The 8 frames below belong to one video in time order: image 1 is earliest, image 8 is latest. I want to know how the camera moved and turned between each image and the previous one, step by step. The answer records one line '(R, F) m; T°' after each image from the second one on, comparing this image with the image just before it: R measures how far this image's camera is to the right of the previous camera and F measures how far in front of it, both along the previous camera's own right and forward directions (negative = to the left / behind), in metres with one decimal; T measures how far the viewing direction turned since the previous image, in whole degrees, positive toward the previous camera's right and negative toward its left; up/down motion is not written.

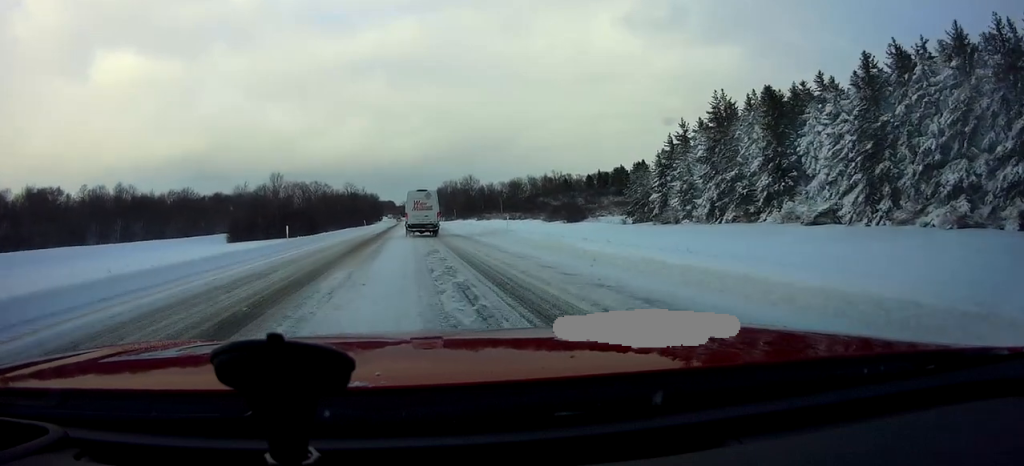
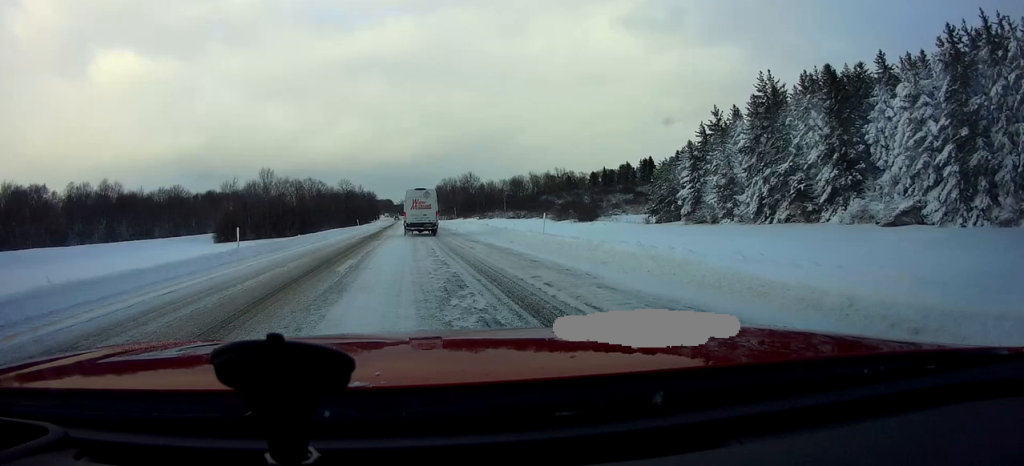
(+0.5, +9.4) m; +2°
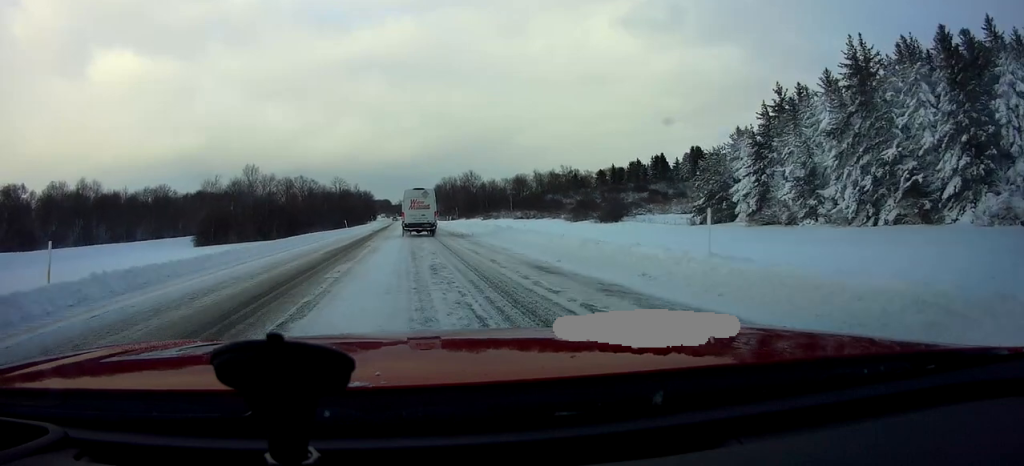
(+0.3, +13.6) m; +1°
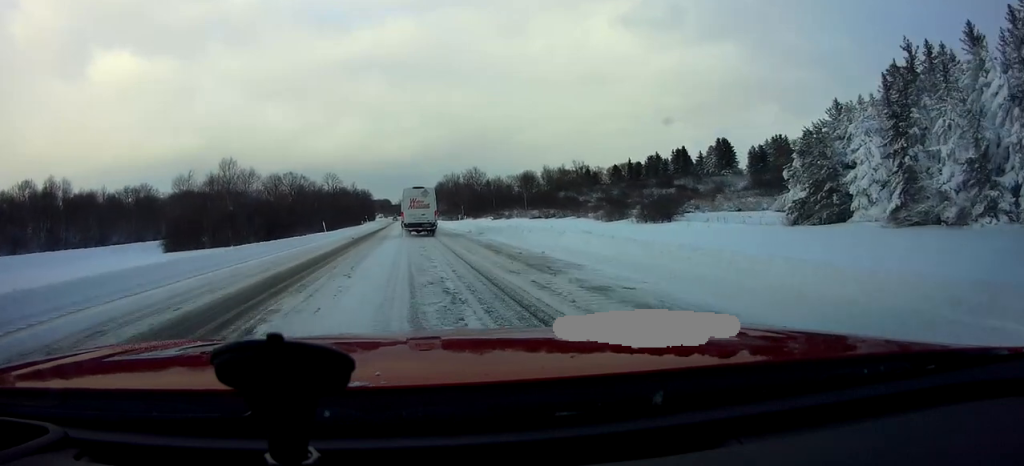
(-0.3, +18.3) m; -1°
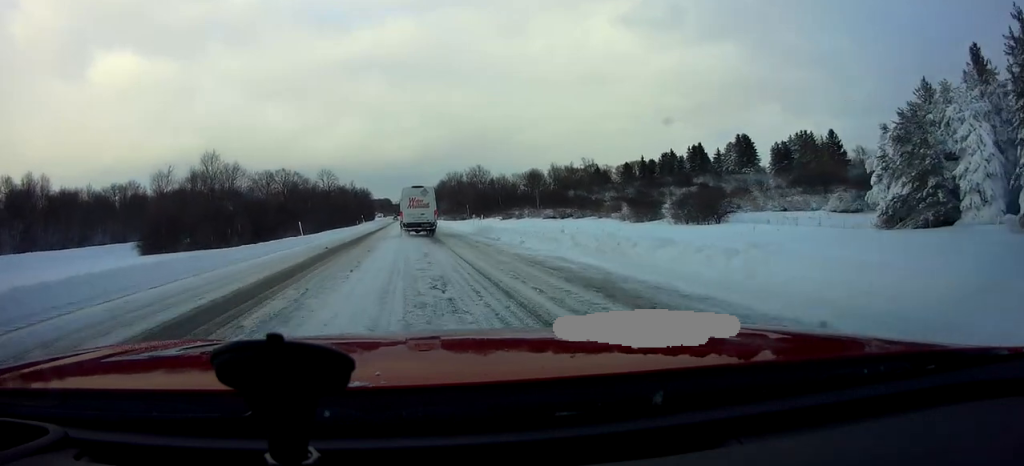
(-0.3, +11.9) m; 0°
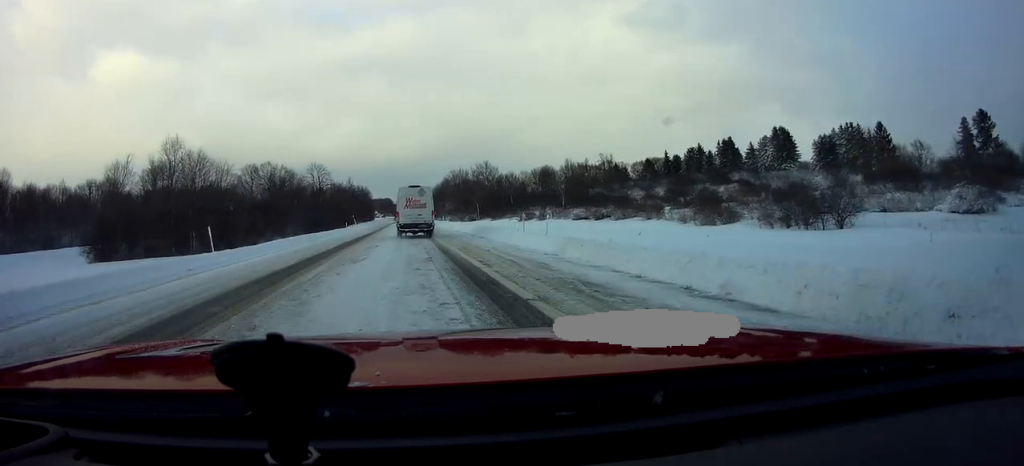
(+0.7, +19.4) m; +2°
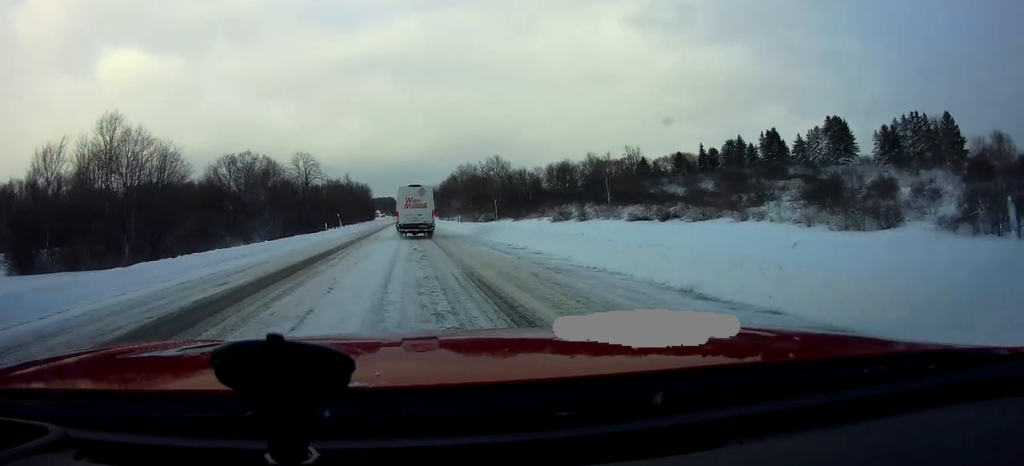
(0.0, +22.6) m; -1°
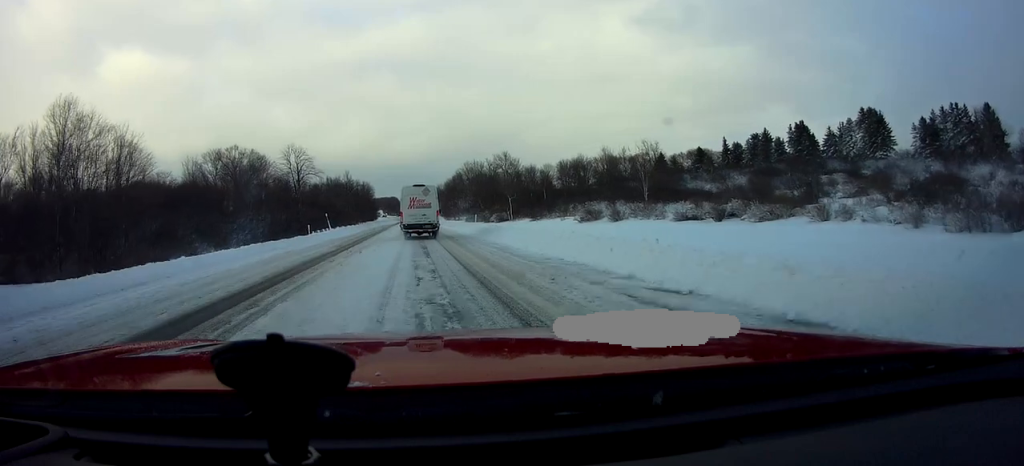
(0.0, +12.1) m; -1°
